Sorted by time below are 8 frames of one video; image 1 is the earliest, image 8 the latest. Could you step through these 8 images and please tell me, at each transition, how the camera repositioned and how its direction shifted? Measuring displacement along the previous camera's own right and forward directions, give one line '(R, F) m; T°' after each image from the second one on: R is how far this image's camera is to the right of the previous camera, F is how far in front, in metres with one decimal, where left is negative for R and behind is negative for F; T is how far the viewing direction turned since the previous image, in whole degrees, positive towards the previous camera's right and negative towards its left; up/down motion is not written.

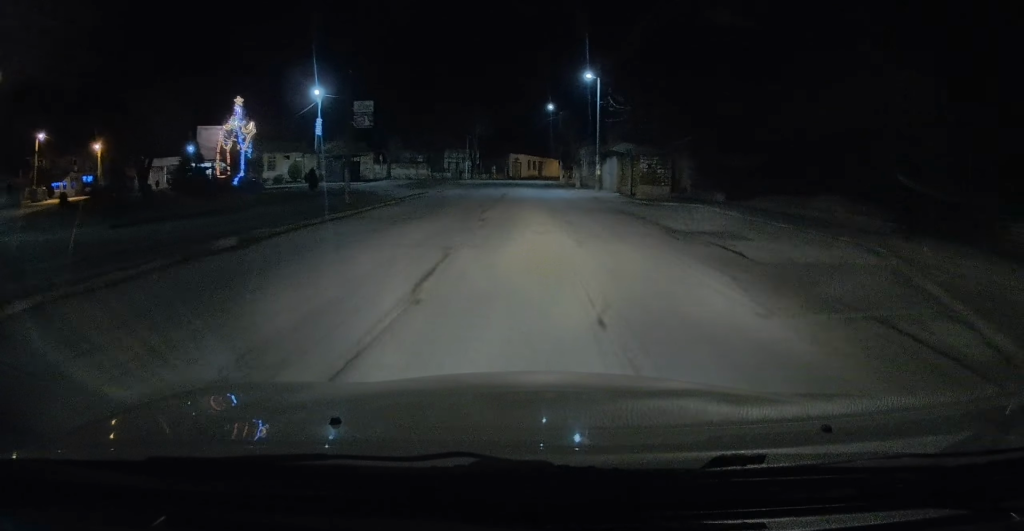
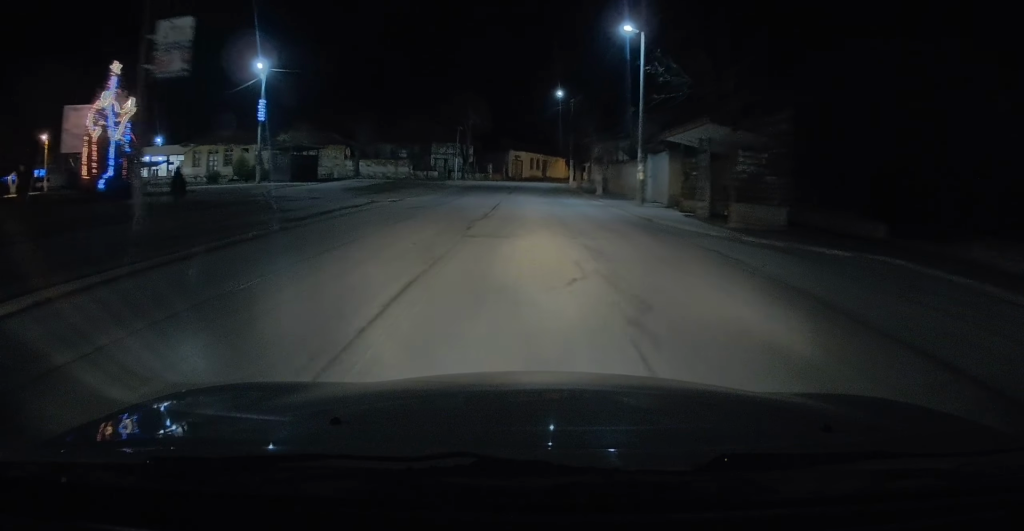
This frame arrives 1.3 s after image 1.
(0.0, +13.2) m; -1°
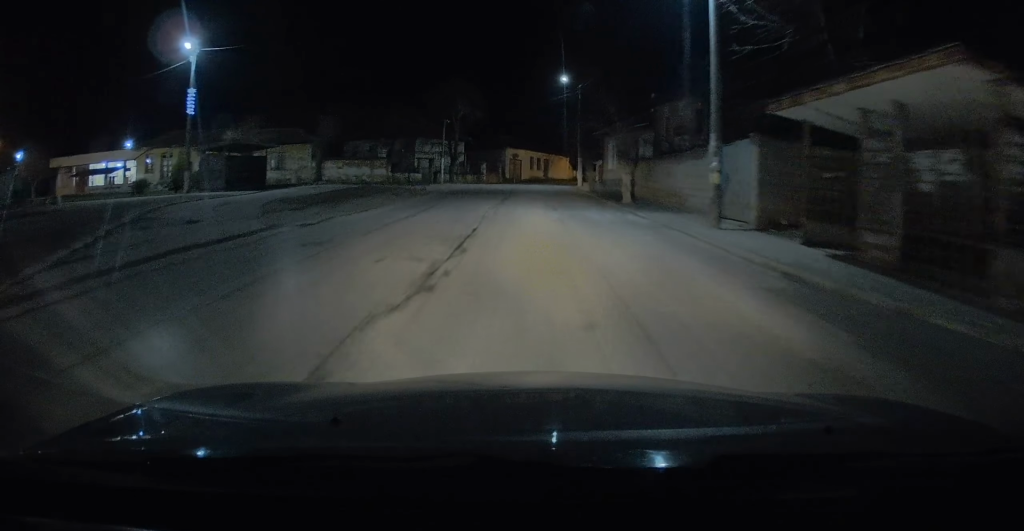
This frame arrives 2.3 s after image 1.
(-0.2, +9.7) m; -2°
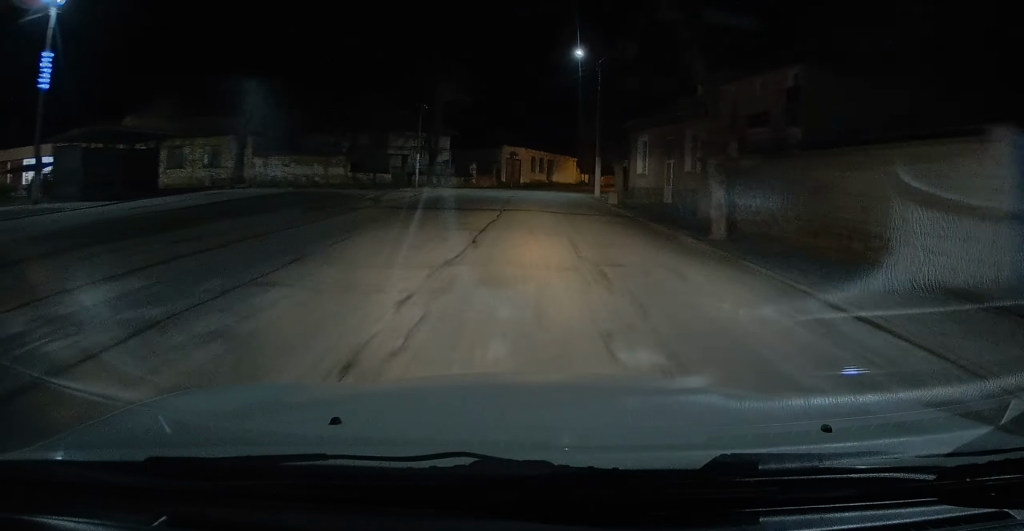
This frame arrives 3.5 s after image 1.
(0.0, +12.6) m; +1°
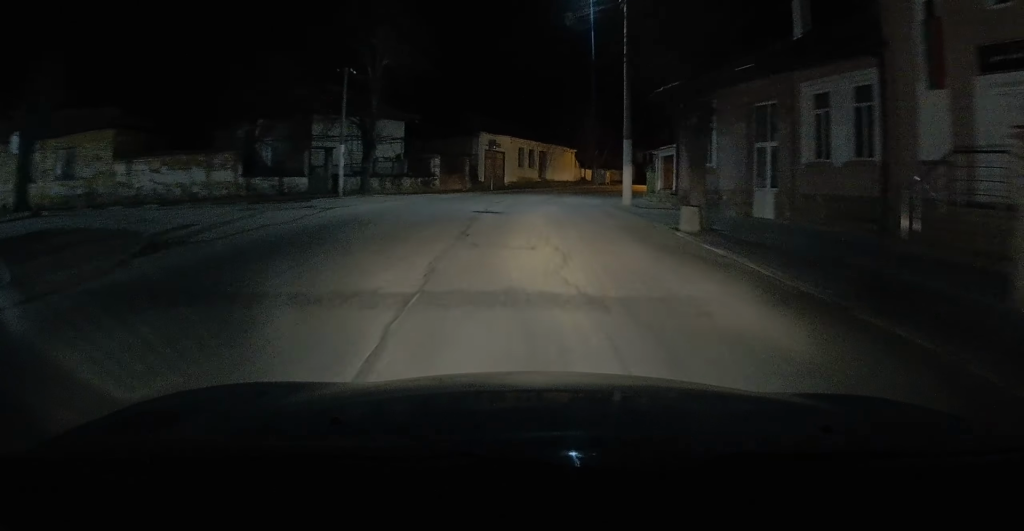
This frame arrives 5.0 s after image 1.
(+0.3, +14.8) m; +1°
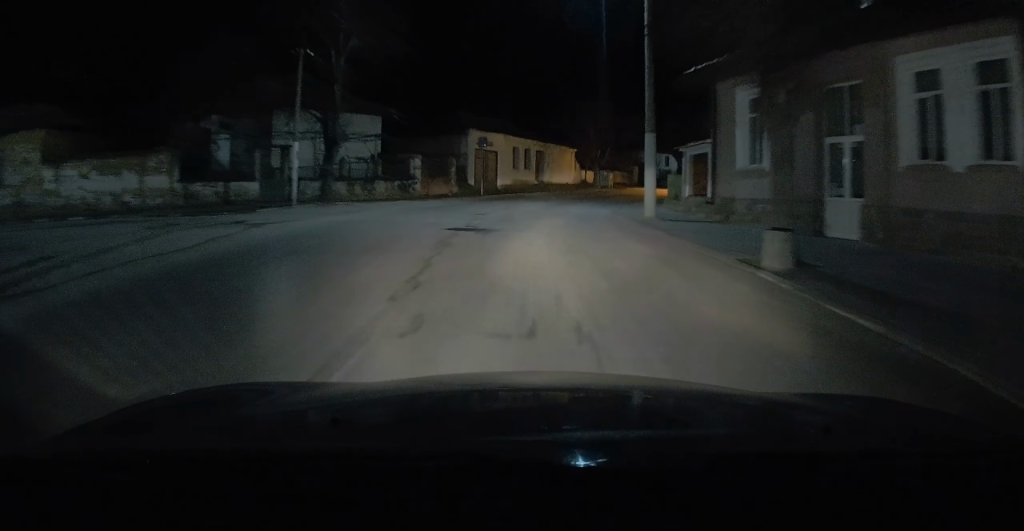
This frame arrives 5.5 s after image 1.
(0.0, +5.0) m; 0°
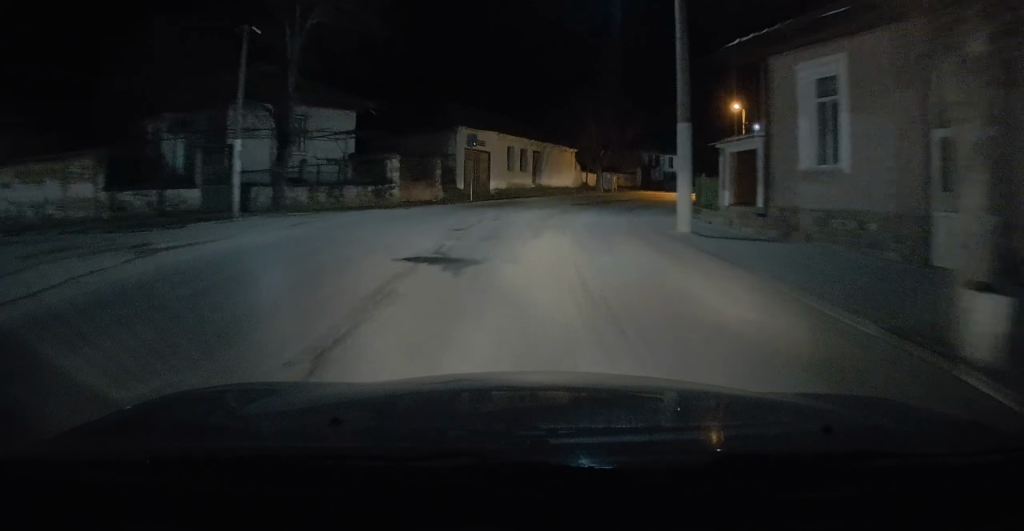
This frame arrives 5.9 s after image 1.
(0.0, +4.4) m; 0°
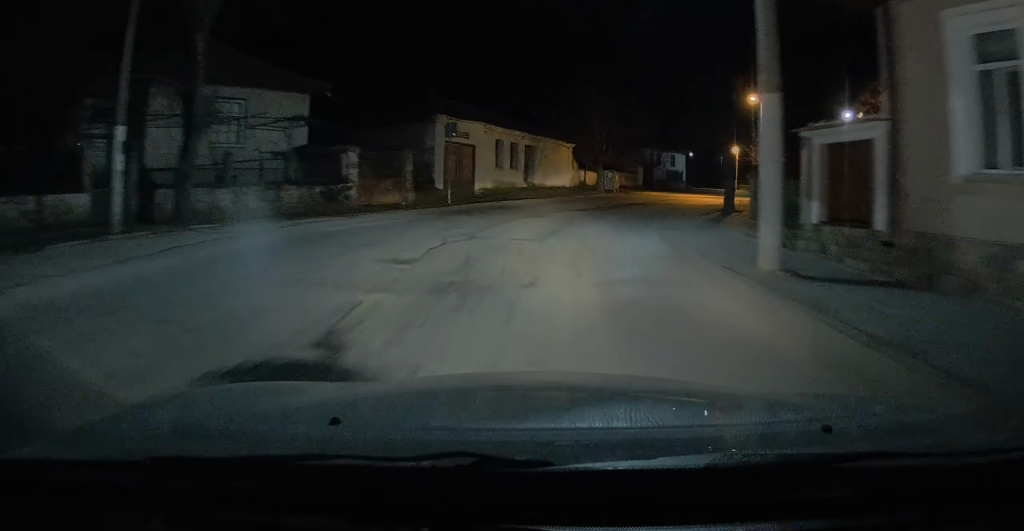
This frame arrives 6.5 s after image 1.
(0.0, +5.4) m; +1°
